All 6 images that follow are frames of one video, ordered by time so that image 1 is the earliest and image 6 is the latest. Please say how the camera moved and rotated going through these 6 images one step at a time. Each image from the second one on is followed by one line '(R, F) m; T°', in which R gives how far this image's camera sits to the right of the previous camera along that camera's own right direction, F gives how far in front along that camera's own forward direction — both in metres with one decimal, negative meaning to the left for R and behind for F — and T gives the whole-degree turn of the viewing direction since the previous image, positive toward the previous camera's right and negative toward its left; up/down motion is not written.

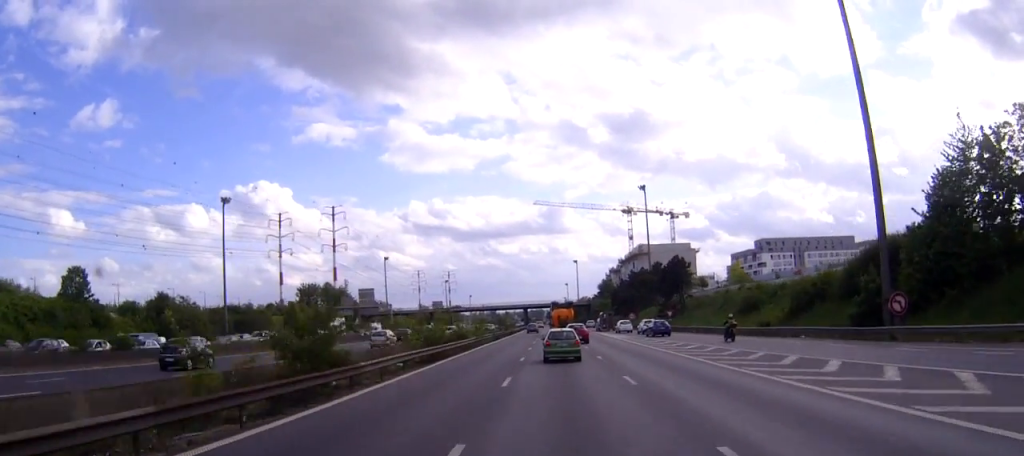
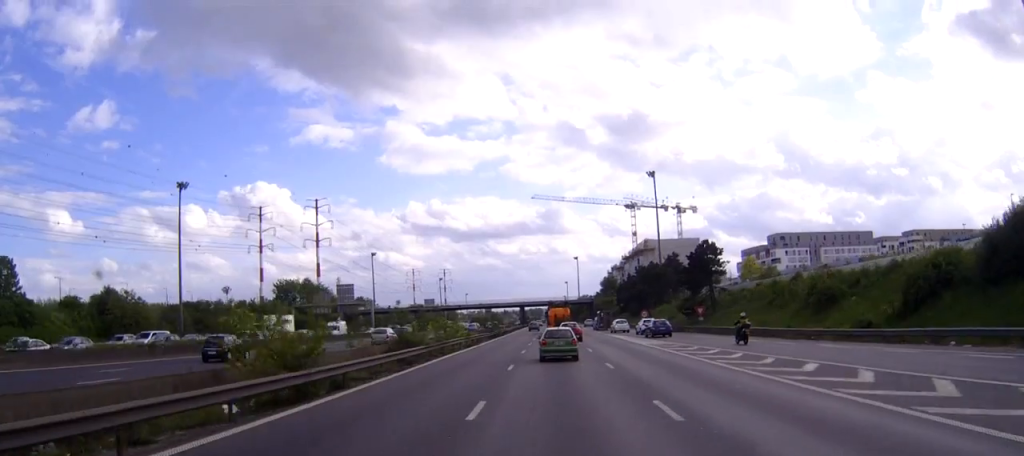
(0.0, +20.1) m; 0°
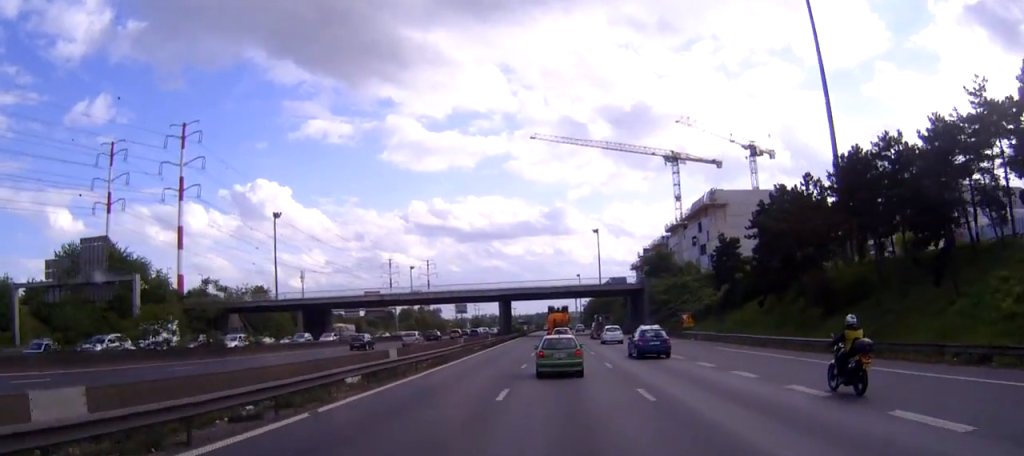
(-0.1, +110.9) m; 0°
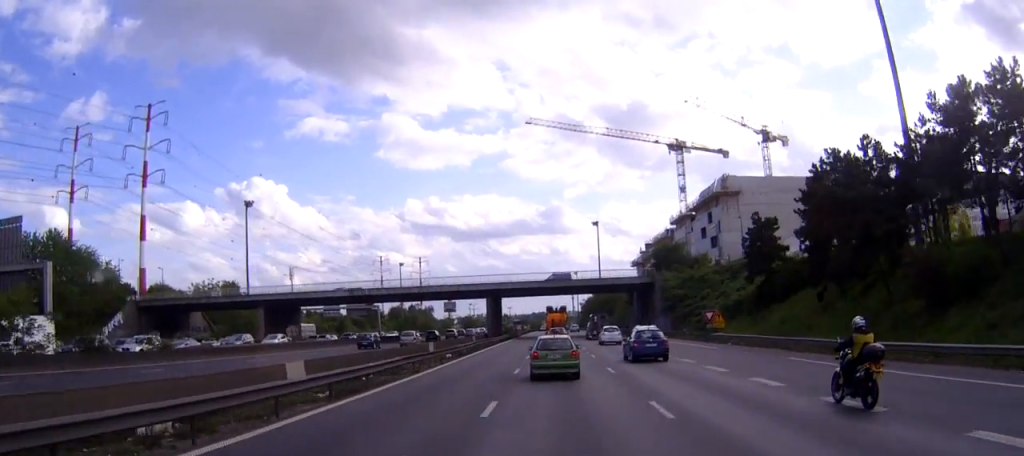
(0.0, +15.9) m; 0°
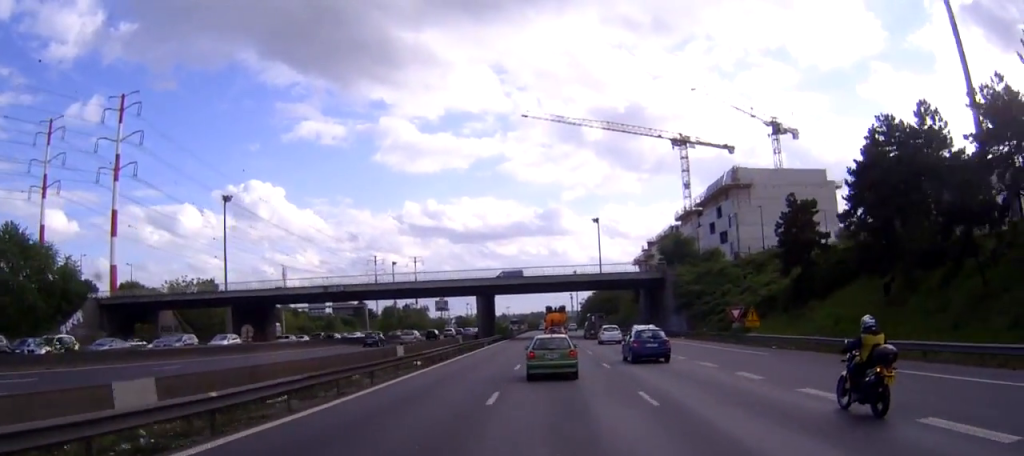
(0.0, +11.1) m; 0°
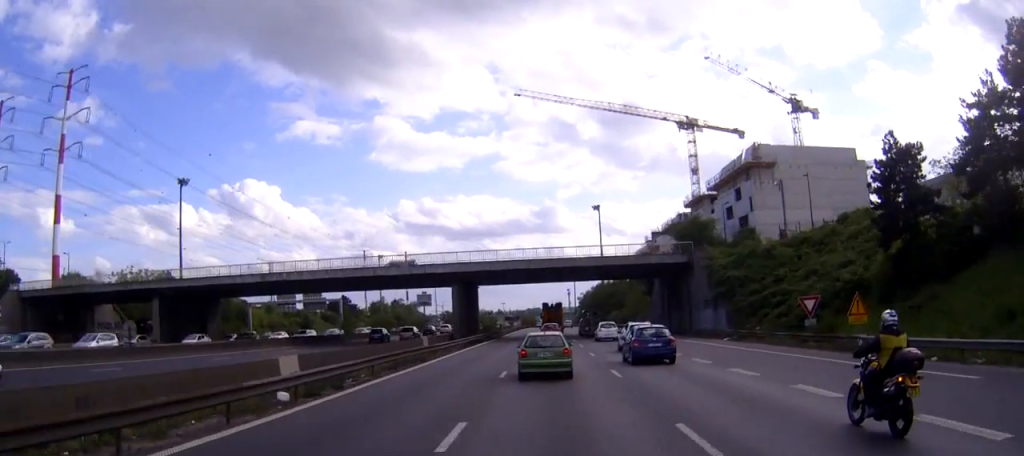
(+0.1, +19.1) m; 0°
